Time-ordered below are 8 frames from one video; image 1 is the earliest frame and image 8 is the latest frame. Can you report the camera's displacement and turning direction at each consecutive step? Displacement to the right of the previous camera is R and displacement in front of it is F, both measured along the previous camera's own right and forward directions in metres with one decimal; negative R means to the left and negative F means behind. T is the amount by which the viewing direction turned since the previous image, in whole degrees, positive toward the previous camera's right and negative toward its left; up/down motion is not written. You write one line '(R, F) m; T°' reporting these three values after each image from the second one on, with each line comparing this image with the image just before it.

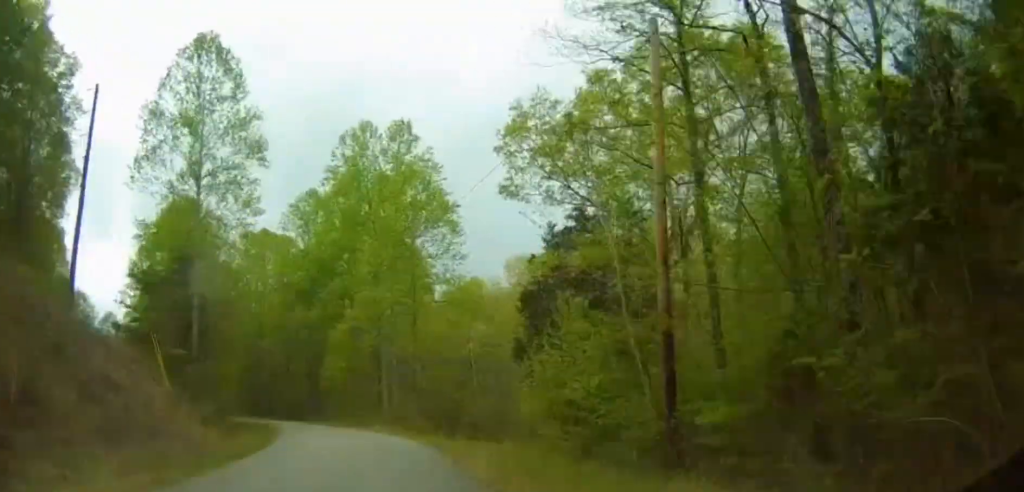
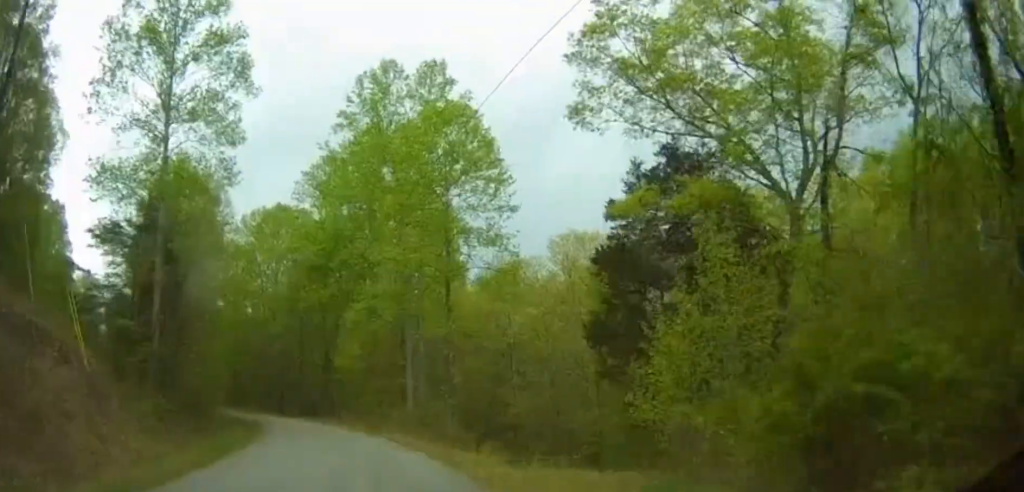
(-0.1, +10.3) m; -1°
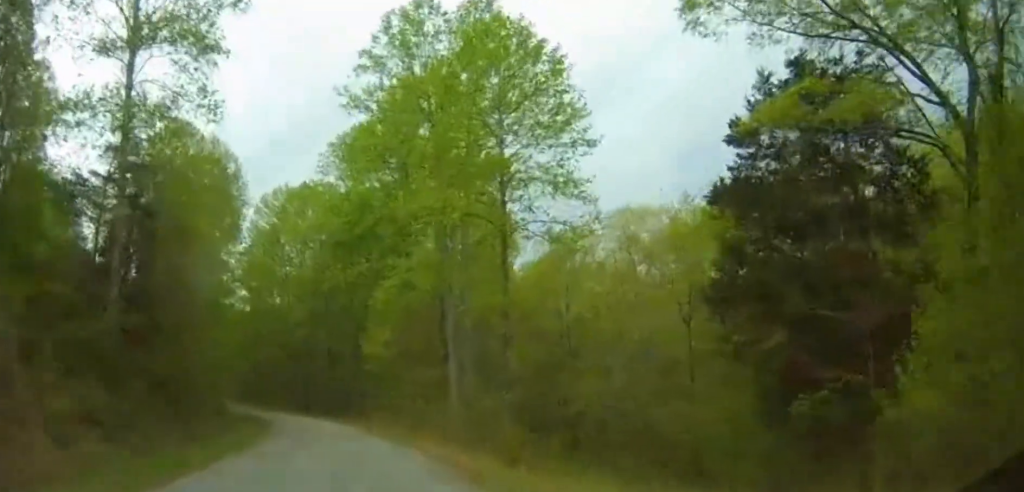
(-0.1, +7.9) m; -3°
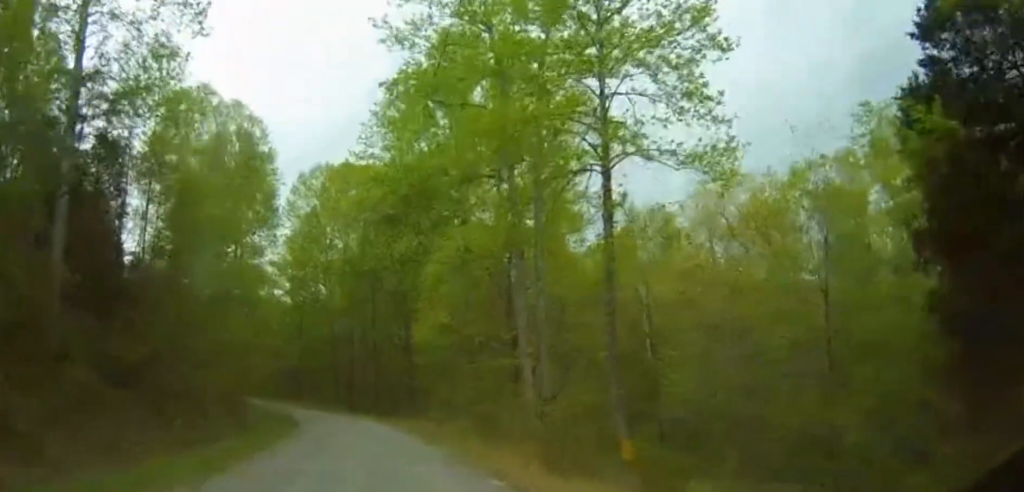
(-0.1, +7.0) m; -4°
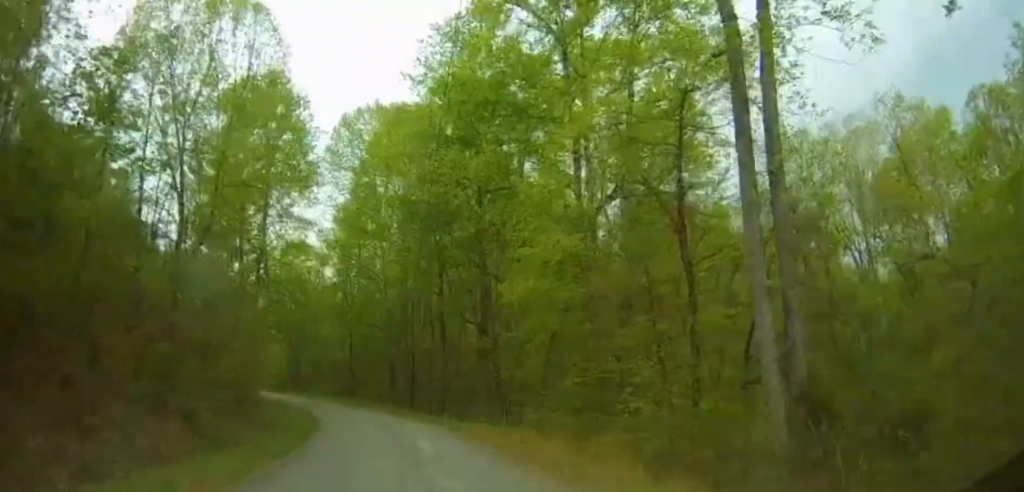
(-1.3, +14.4) m; -6°
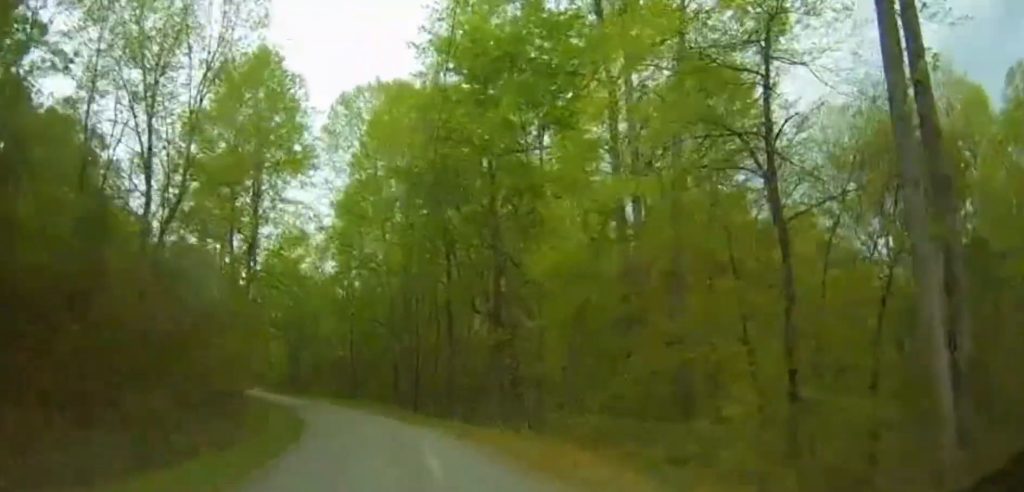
(+0.1, +4.7) m; 0°
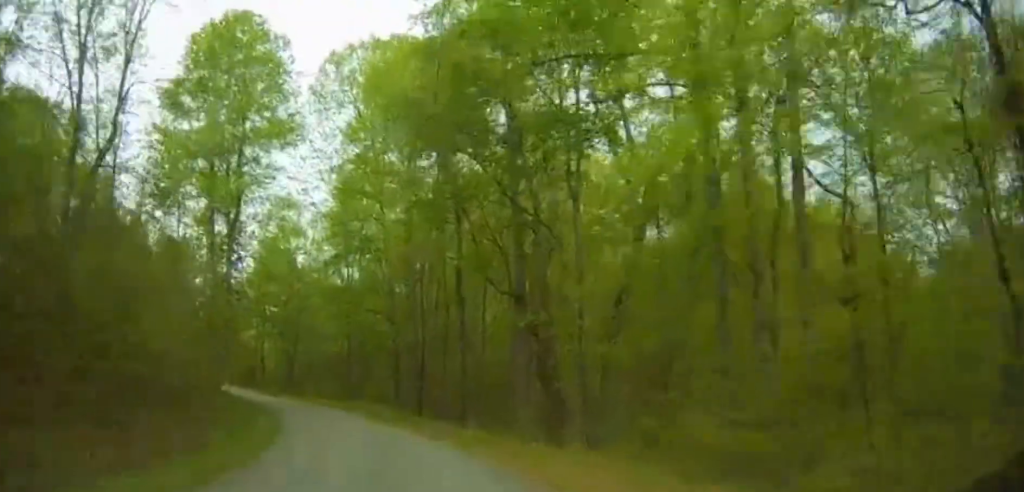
(+0.2, +6.9) m; -1°
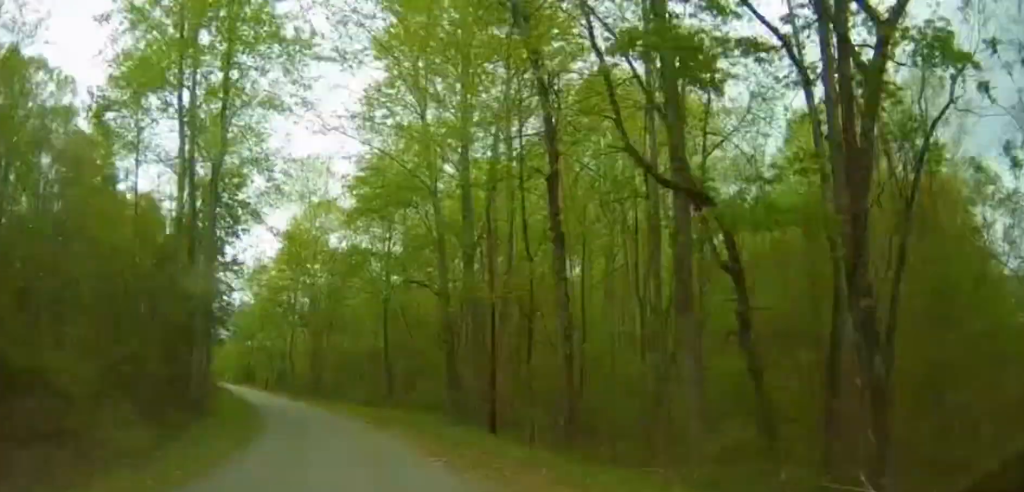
(-1.1, +13.6) m; -4°
